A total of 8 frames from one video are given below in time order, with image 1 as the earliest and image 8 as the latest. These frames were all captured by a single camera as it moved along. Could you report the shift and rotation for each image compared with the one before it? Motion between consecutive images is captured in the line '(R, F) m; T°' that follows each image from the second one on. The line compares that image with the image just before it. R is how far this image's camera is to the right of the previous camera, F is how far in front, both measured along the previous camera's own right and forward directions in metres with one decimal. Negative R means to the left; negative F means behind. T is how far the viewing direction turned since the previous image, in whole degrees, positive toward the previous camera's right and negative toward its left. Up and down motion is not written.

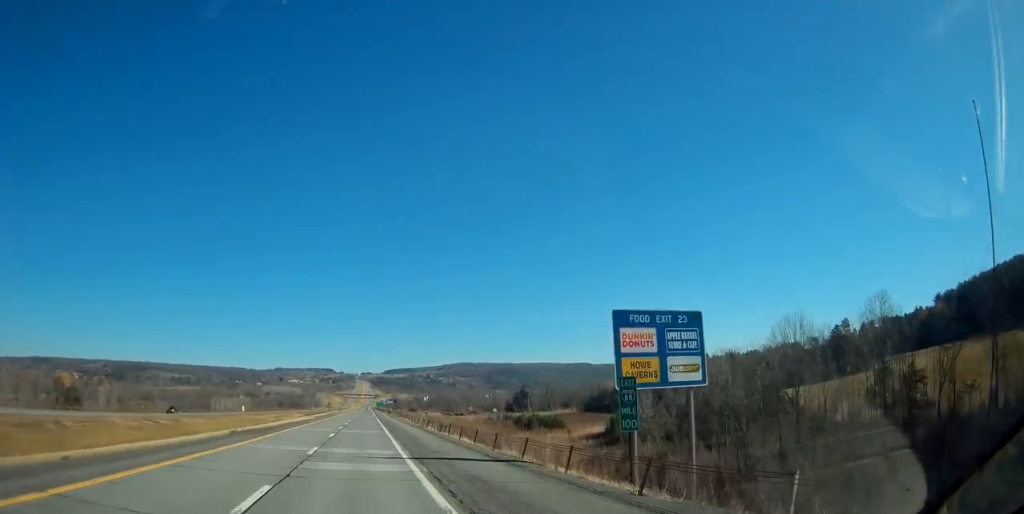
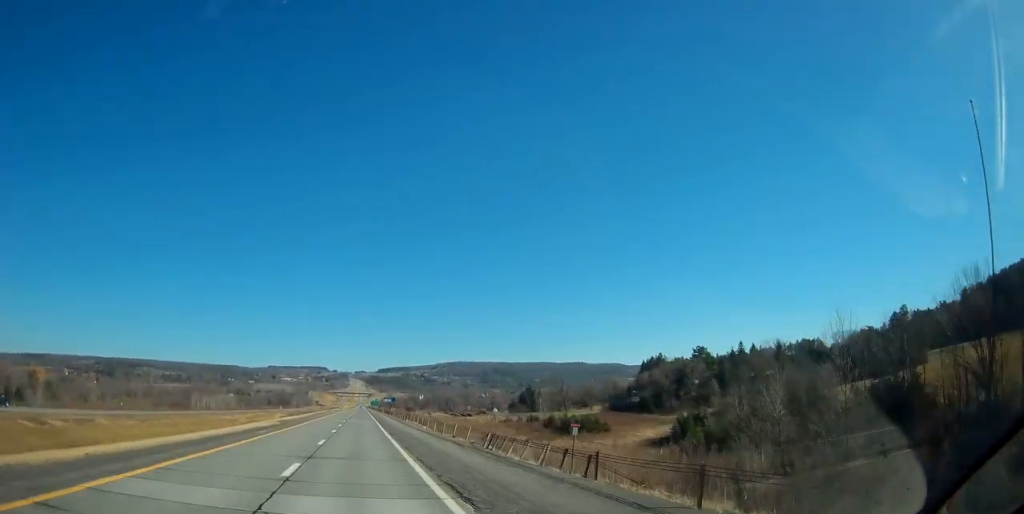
(+0.1, +31.4) m; 0°
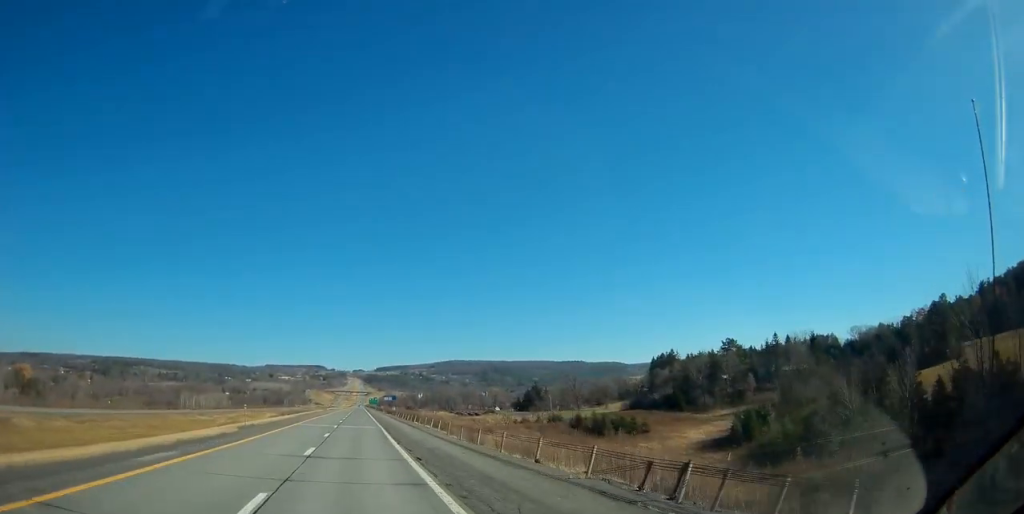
(+0.1, +18.1) m; 0°
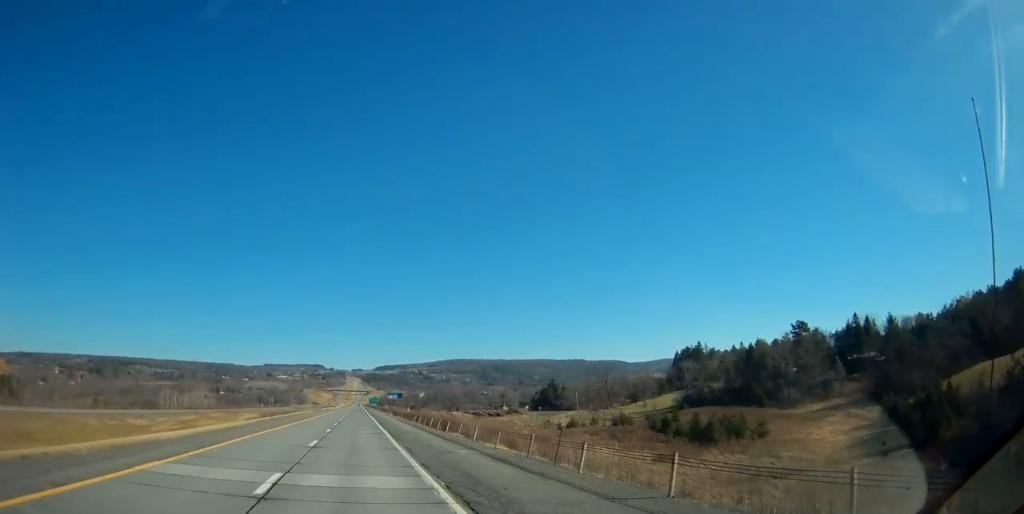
(+0.2, +33.8) m; 0°
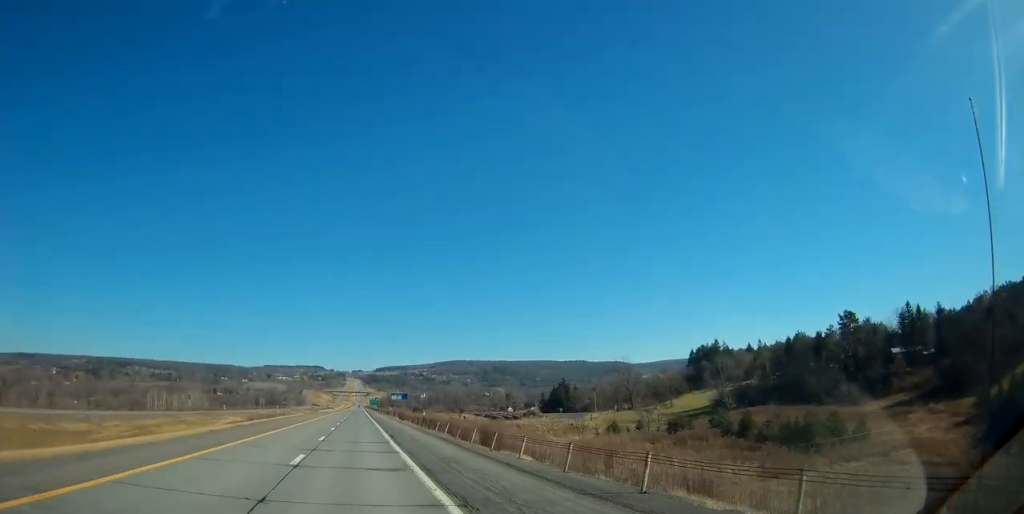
(0.0, +18.2) m; 0°
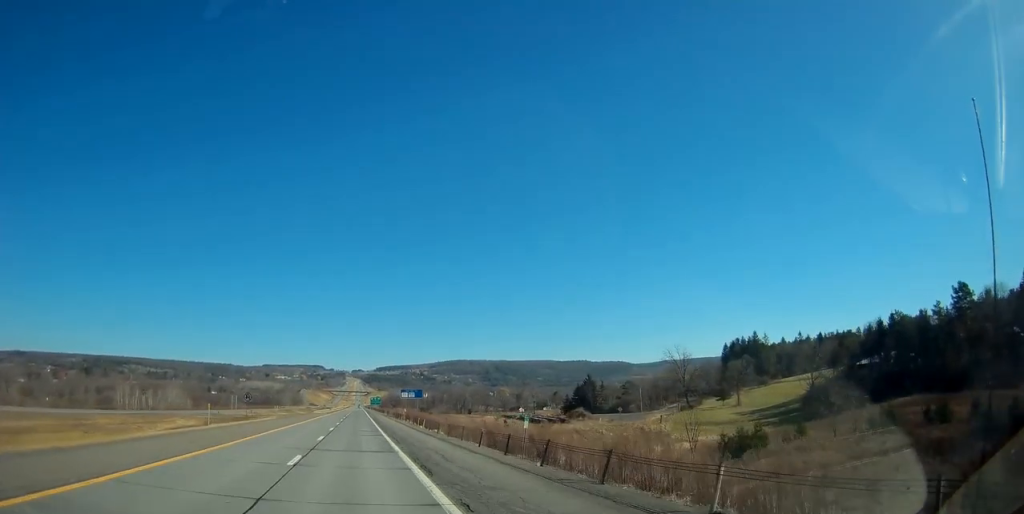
(-0.2, +36.5) m; 0°
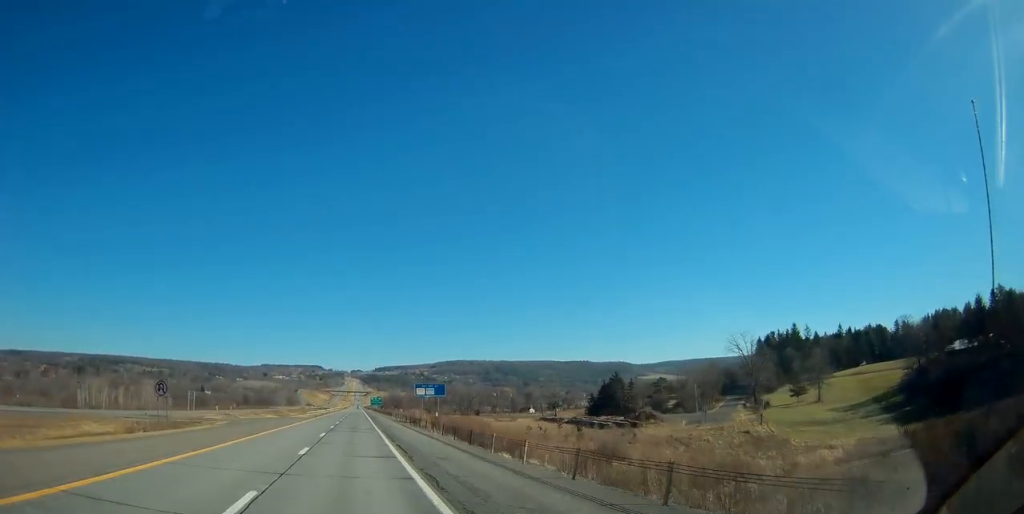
(+0.1, +31.6) m; 0°
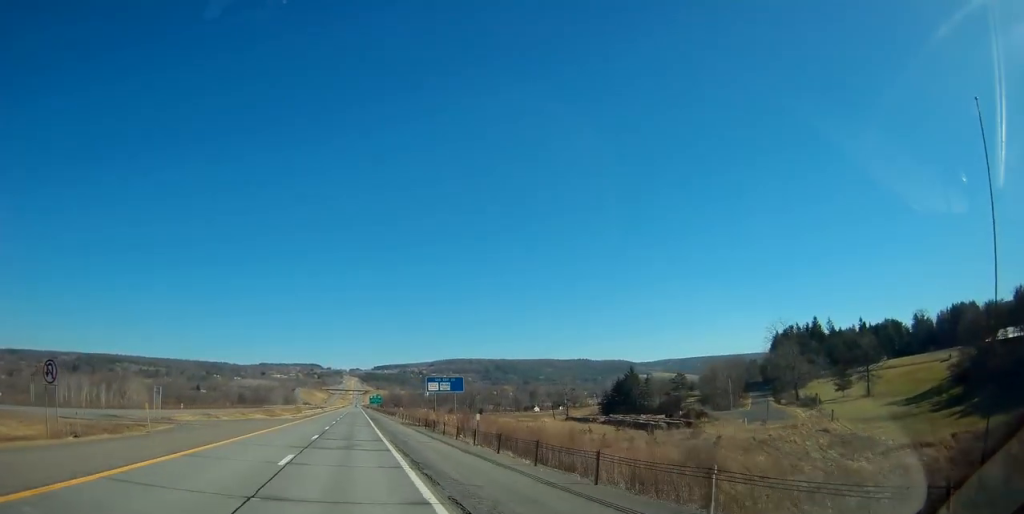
(+0.1, +17.0) m; 0°
